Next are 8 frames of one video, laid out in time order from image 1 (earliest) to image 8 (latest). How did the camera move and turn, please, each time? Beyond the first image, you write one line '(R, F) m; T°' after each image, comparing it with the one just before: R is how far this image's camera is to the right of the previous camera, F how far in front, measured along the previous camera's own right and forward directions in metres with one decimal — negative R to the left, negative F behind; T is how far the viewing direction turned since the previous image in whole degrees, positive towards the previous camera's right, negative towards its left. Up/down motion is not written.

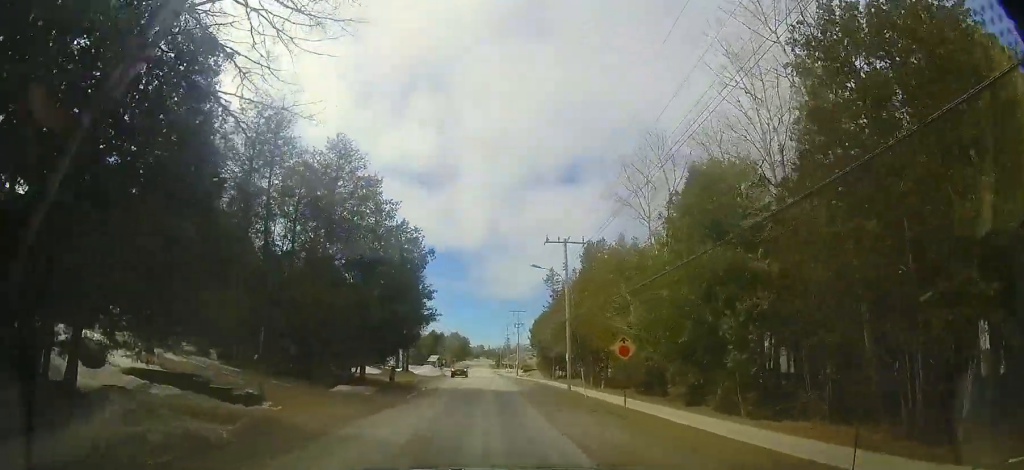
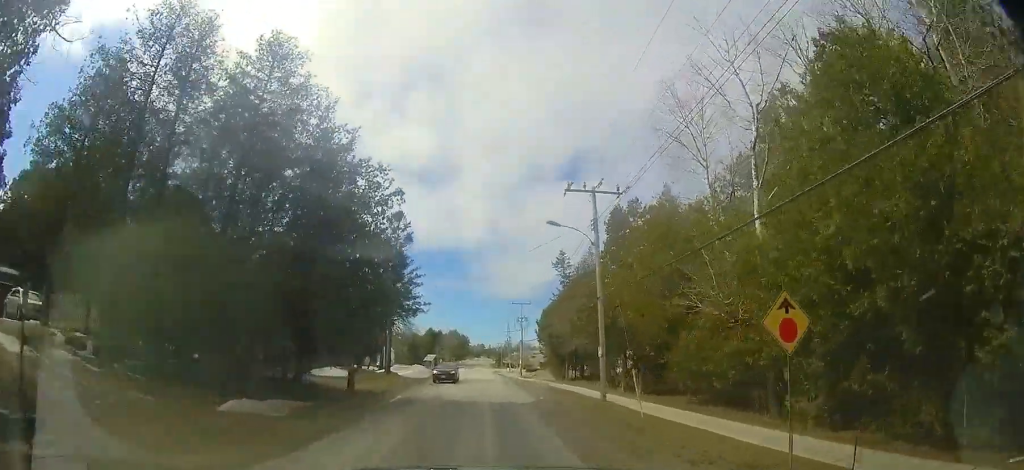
(+0.6, +7.3) m; +2°
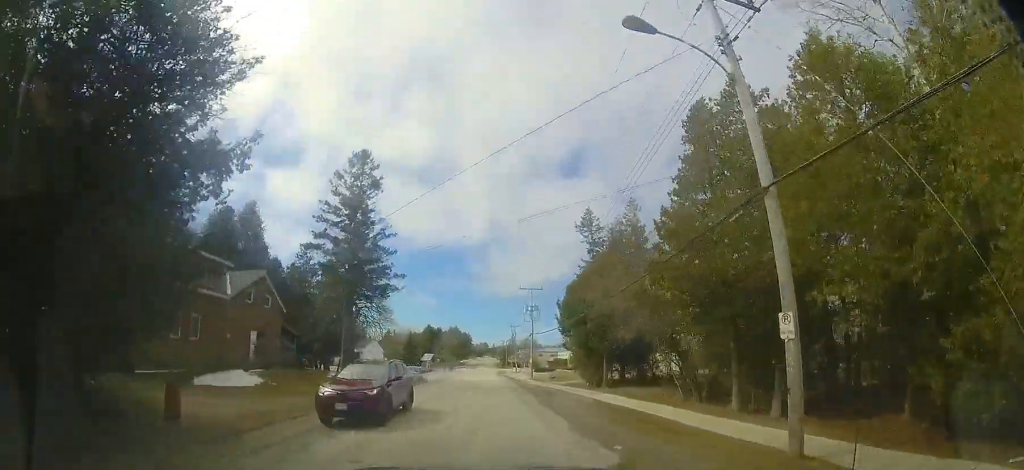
(-0.2, +10.7) m; +1°
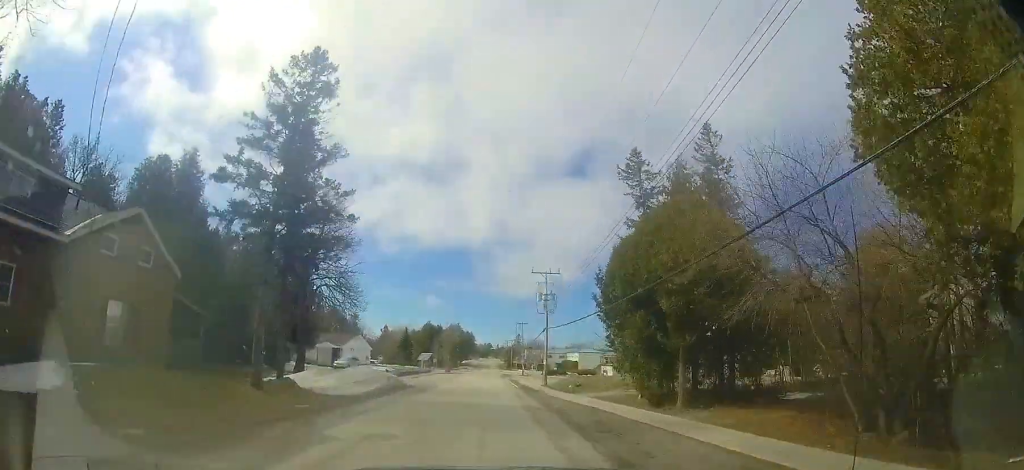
(+0.1, +9.1) m; +1°
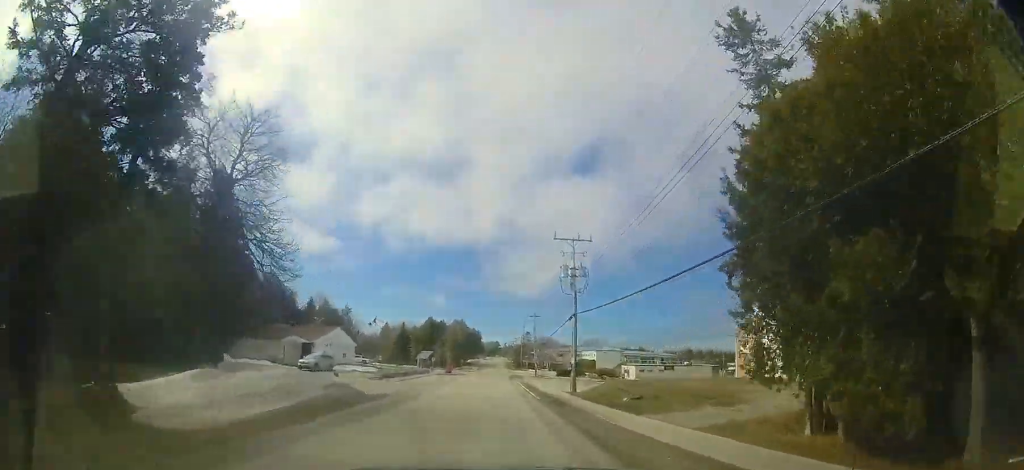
(+0.3, +10.0) m; +1°
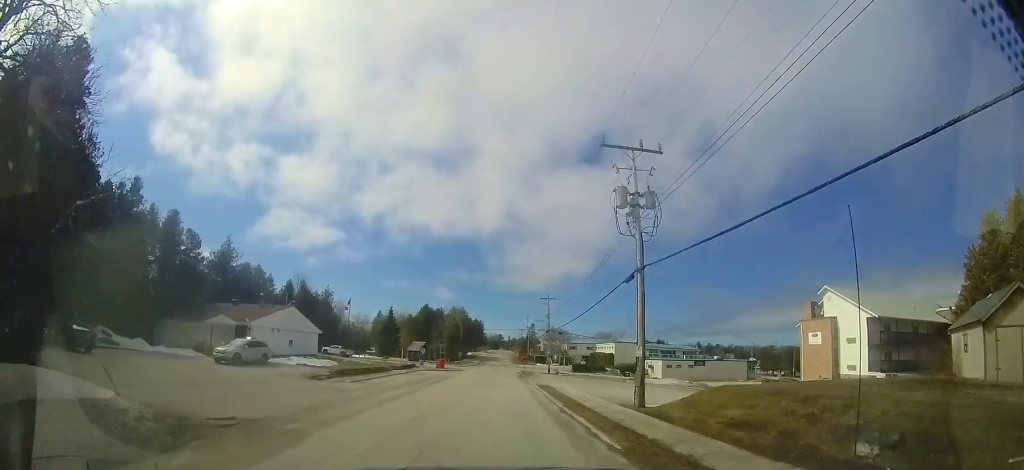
(-0.2, +11.8) m; -4°
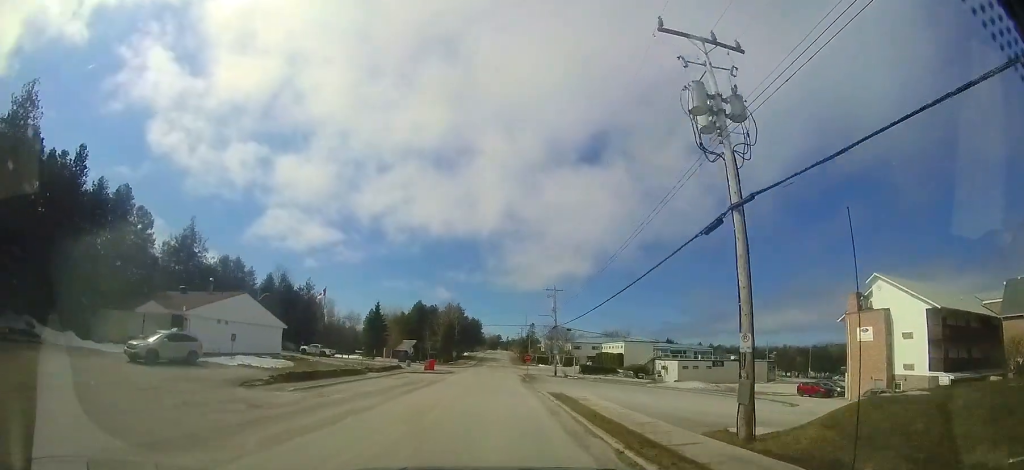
(-0.4, +6.8) m; -2°
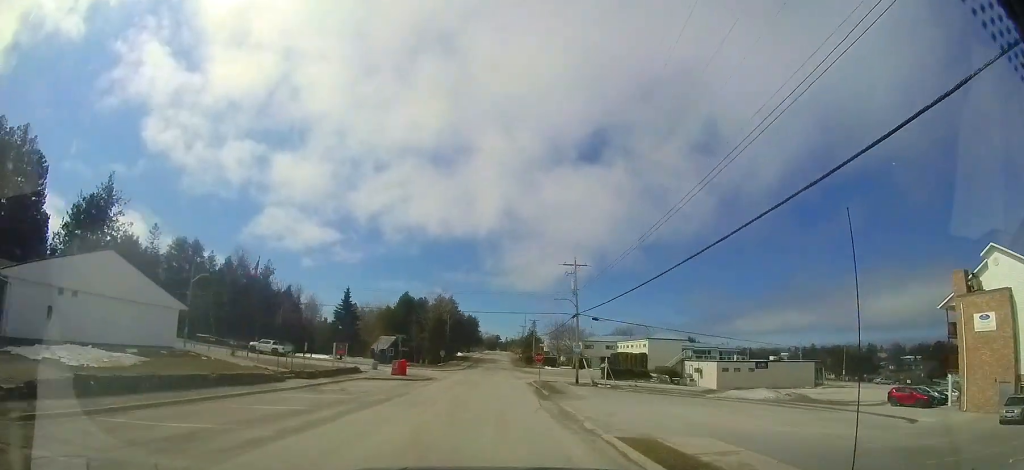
(-0.3, +11.9) m; -1°
